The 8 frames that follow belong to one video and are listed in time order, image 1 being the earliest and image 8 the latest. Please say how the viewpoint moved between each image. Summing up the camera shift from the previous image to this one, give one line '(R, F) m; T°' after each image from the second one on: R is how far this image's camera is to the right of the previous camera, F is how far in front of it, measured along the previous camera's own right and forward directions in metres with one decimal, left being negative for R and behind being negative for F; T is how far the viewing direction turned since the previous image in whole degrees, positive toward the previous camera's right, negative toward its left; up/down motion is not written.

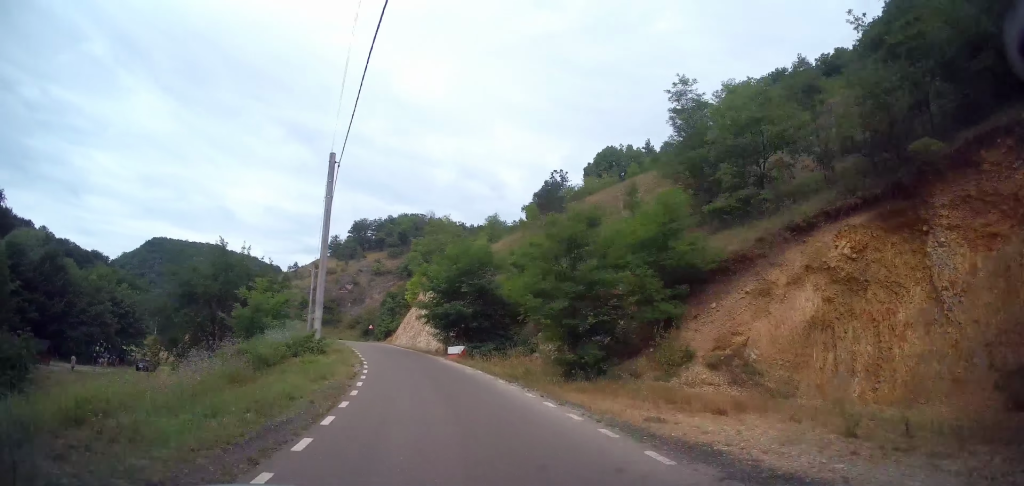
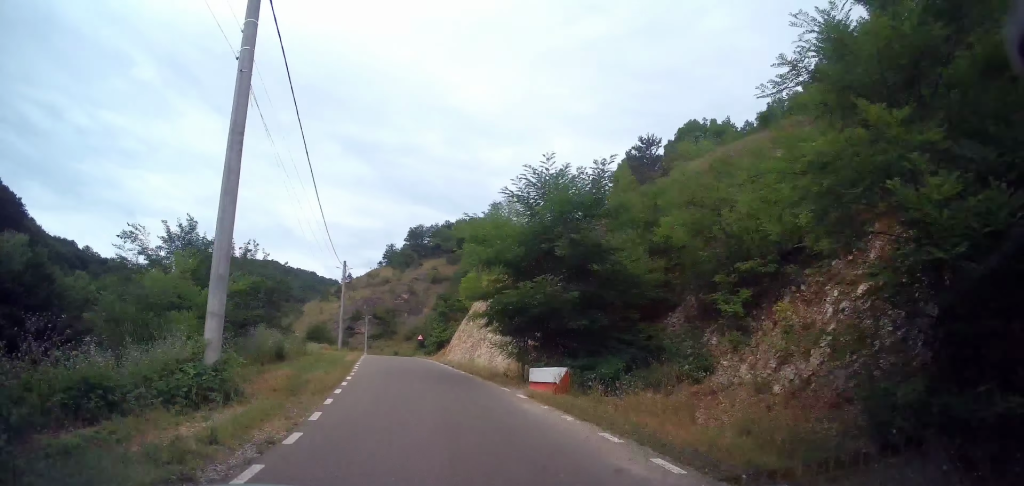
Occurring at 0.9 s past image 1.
(-0.4, +12.8) m; -7°
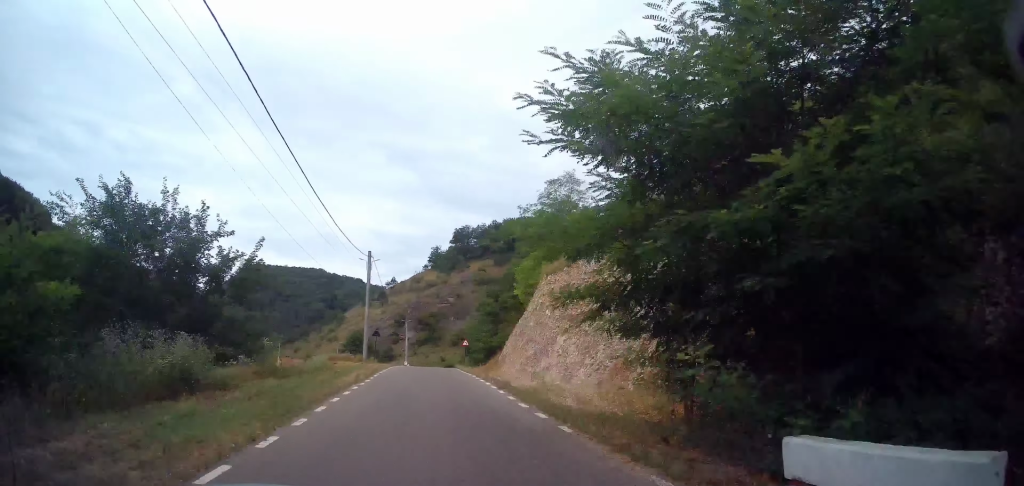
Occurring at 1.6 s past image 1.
(-0.7, +9.8) m; -6°
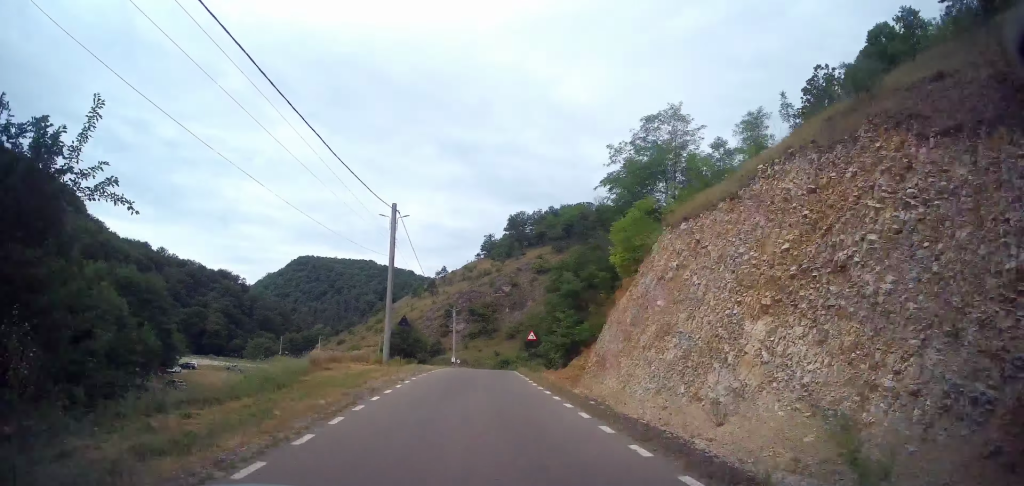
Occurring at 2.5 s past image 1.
(-0.9, +12.7) m; -3°
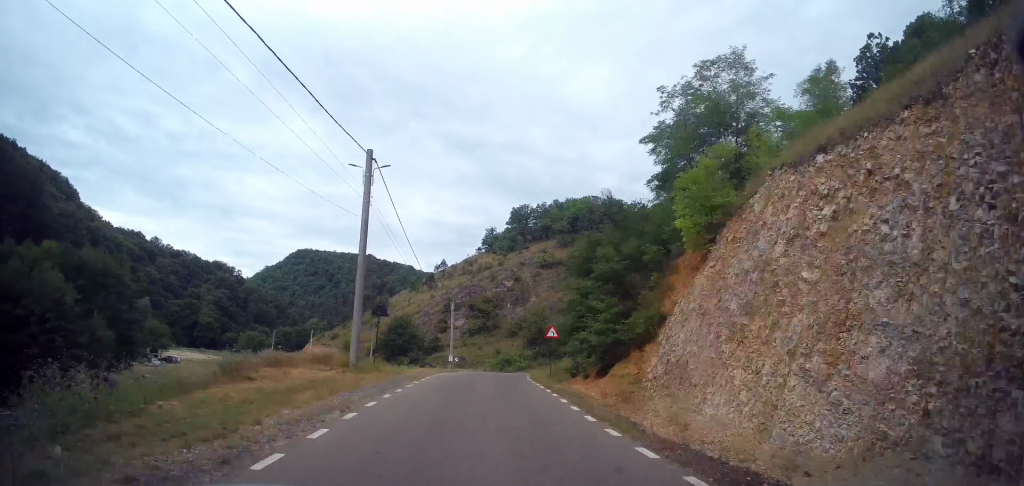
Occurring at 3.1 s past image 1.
(-0.1, +7.7) m; +1°
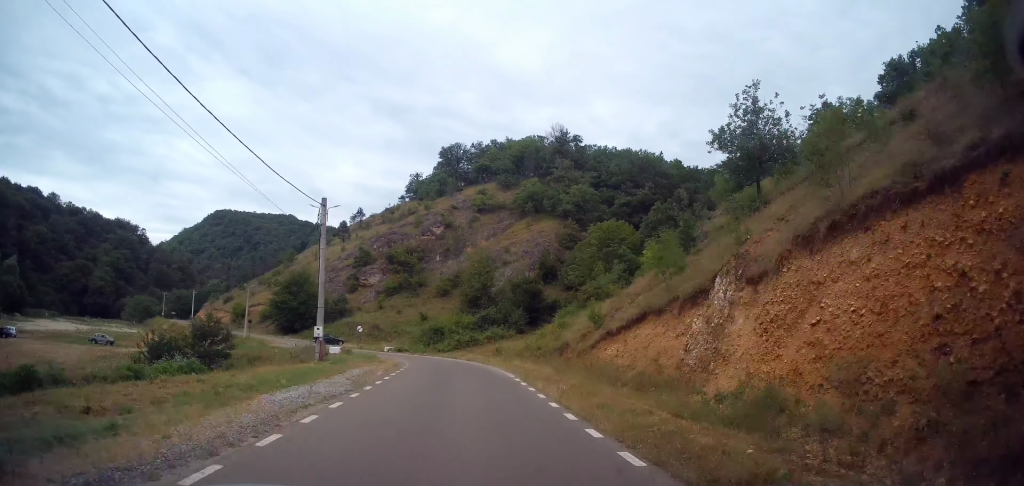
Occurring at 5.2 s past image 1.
(+2.4, +31.4) m; +6°
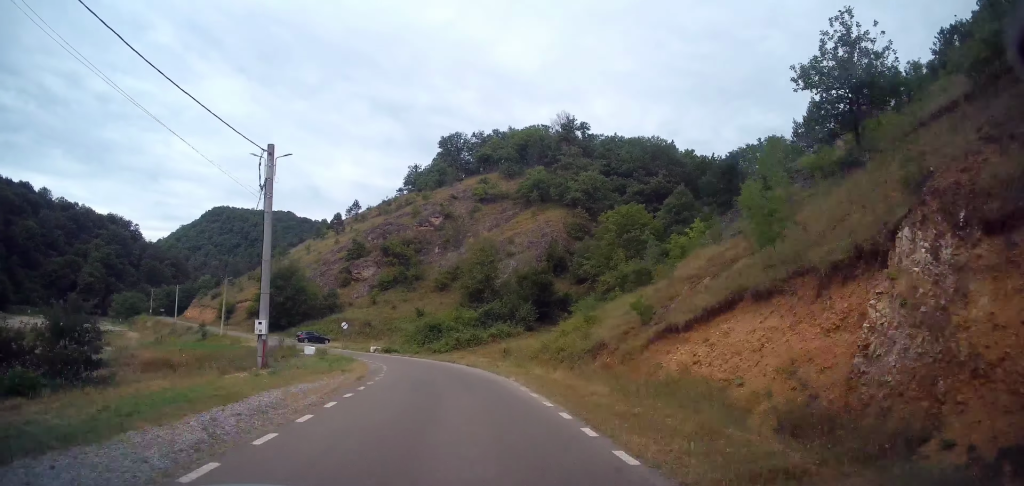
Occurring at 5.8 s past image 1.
(+0.2, +7.8) m; -1°
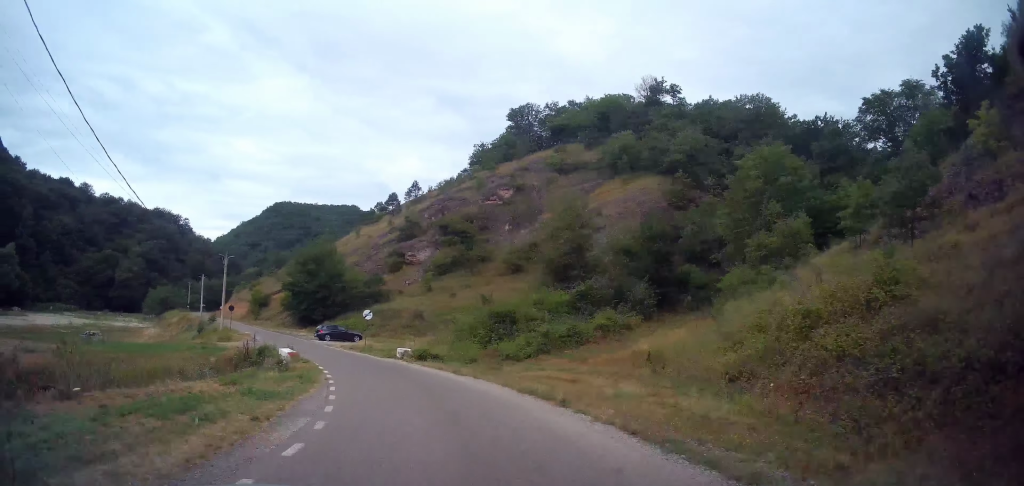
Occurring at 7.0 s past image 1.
(-1.2, +17.9) m; -9°
